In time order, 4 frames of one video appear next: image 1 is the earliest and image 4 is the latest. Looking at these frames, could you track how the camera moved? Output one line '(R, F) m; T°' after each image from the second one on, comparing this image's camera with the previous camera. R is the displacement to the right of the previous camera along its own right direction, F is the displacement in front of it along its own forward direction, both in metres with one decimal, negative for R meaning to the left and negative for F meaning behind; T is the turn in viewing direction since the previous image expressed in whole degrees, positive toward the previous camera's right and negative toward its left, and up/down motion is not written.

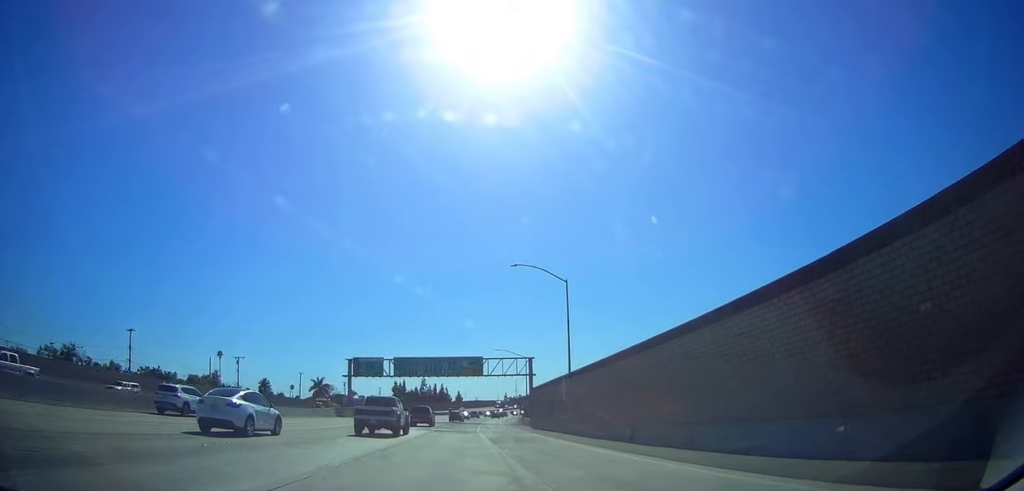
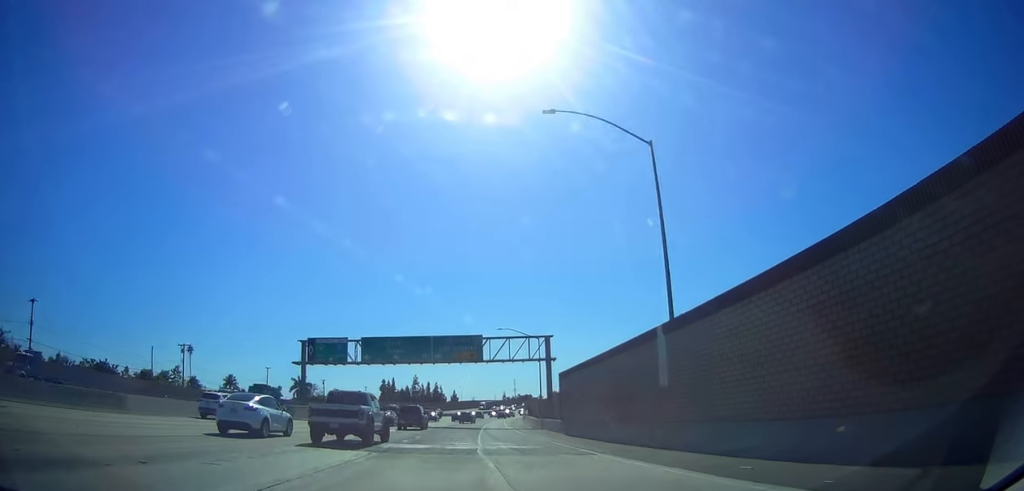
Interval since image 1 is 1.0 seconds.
(0.0, +23.6) m; 0°
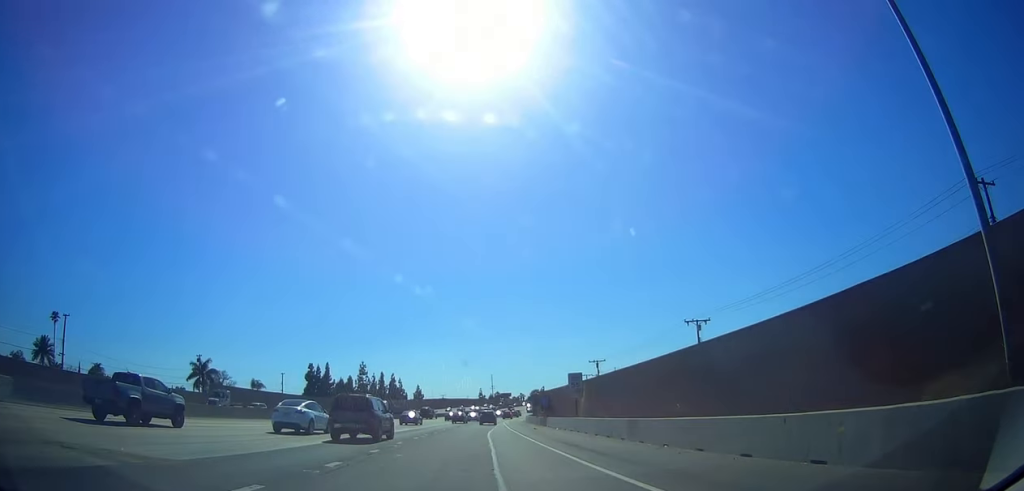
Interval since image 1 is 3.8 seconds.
(+1.6, +66.2) m; +3°
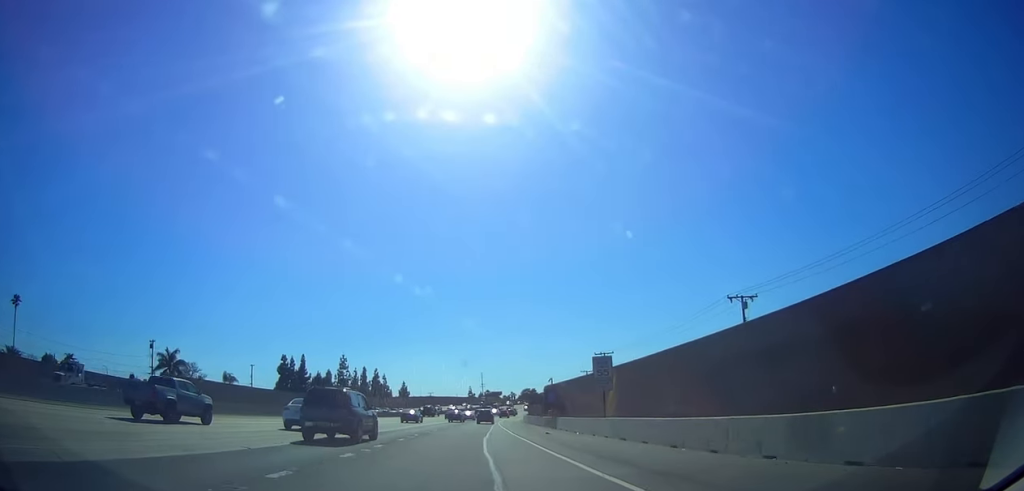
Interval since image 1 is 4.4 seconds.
(-0.2, +13.7) m; +1°
